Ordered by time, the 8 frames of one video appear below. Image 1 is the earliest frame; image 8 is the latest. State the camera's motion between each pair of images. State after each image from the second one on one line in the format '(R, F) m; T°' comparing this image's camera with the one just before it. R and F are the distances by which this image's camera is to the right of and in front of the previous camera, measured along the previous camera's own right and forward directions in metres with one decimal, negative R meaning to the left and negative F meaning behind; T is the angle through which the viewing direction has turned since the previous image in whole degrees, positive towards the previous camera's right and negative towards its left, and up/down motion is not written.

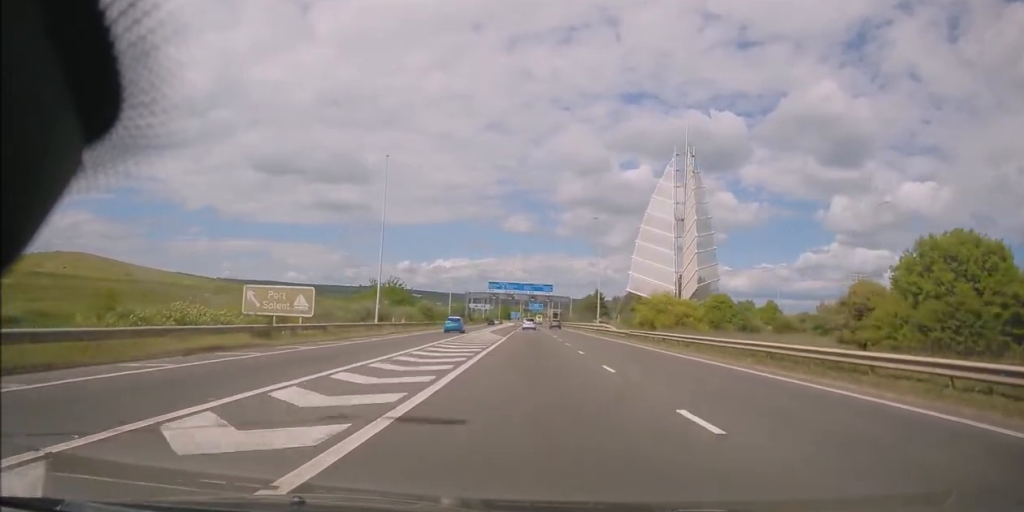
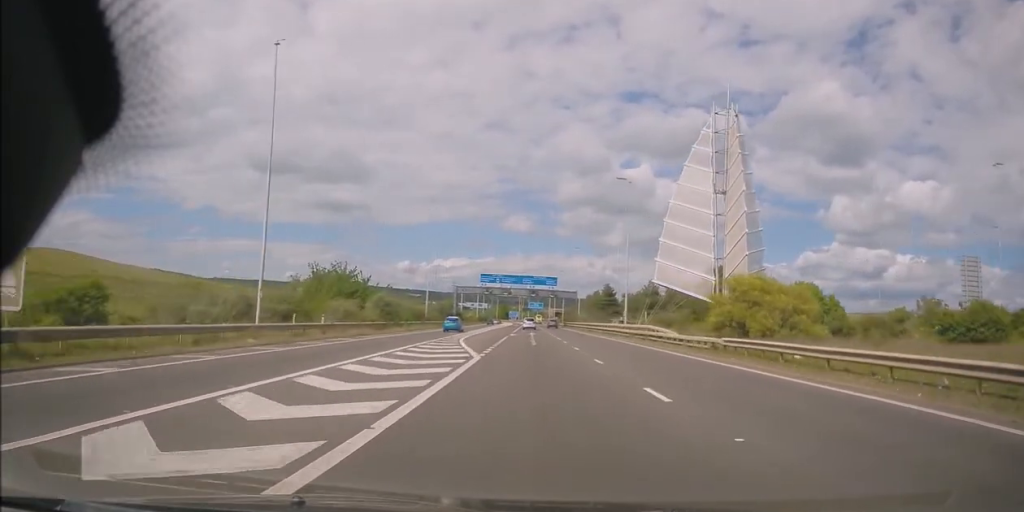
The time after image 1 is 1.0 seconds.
(0.0, +23.3) m; 0°
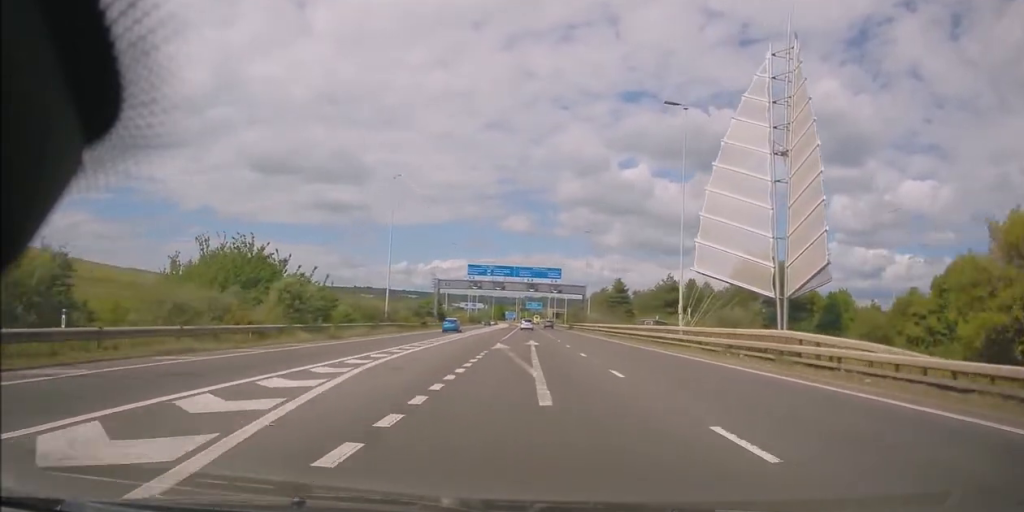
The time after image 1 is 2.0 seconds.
(0.0, +21.9) m; +1°
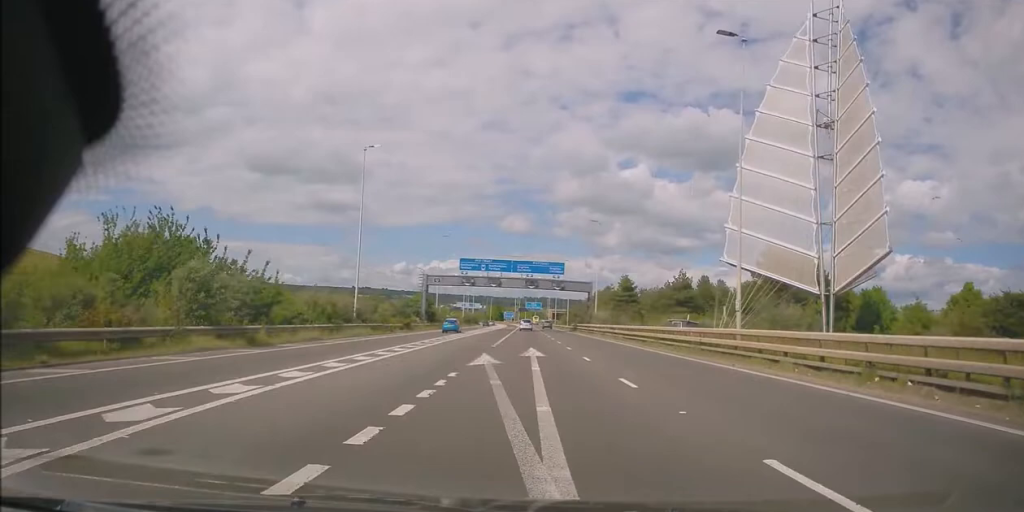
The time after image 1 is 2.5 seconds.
(0.0, +10.5) m; 0°
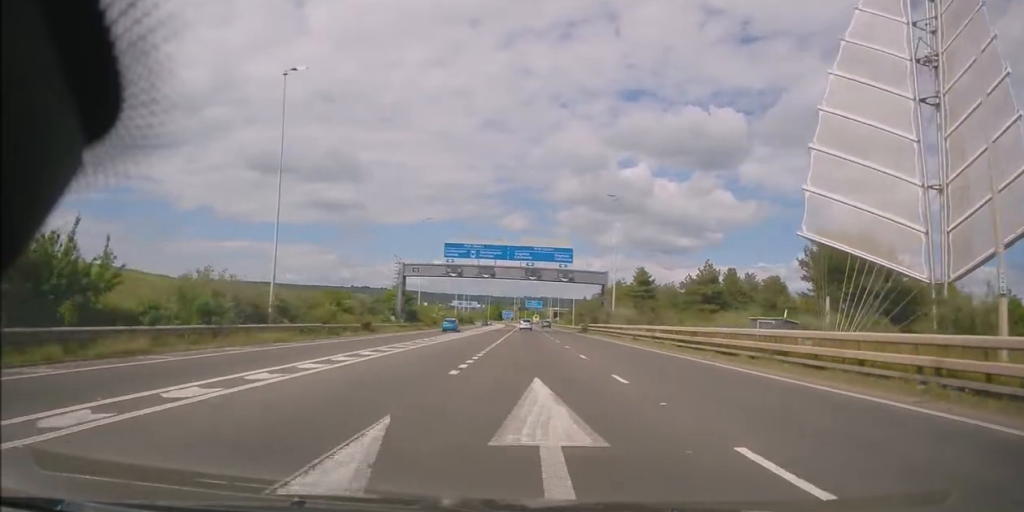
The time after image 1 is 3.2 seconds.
(+0.2, +16.5) m; 0°
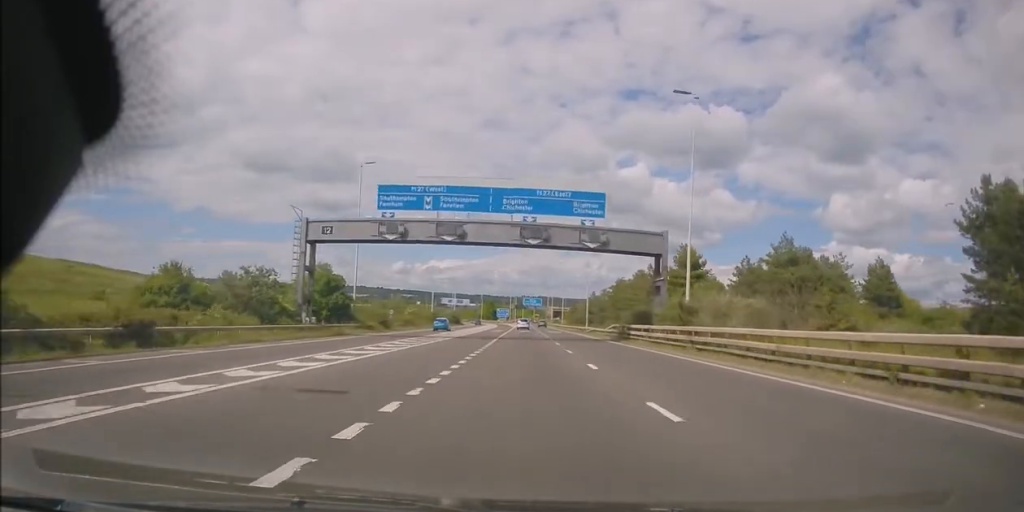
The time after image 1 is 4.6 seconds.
(0.0, +31.0) m; +1°
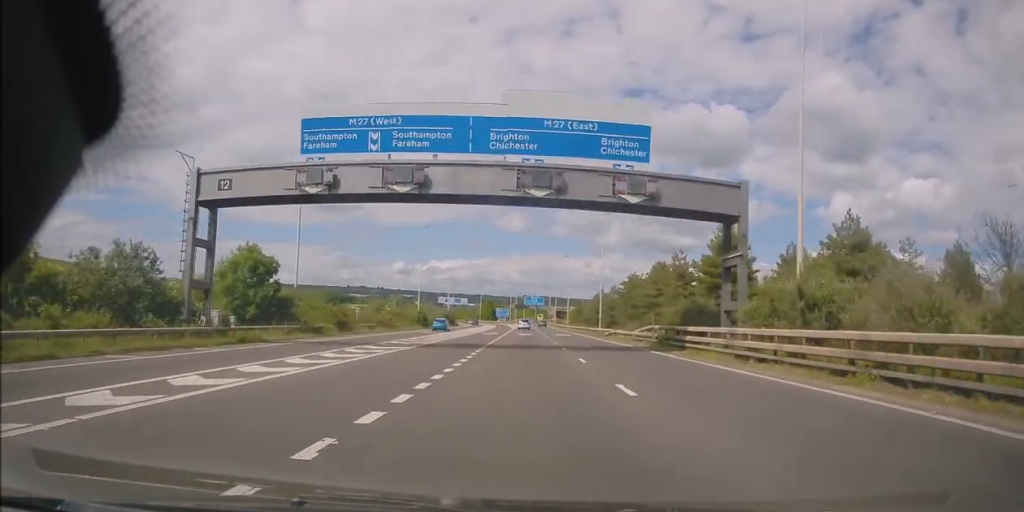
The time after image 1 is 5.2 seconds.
(+0.4, +14.4) m; 0°
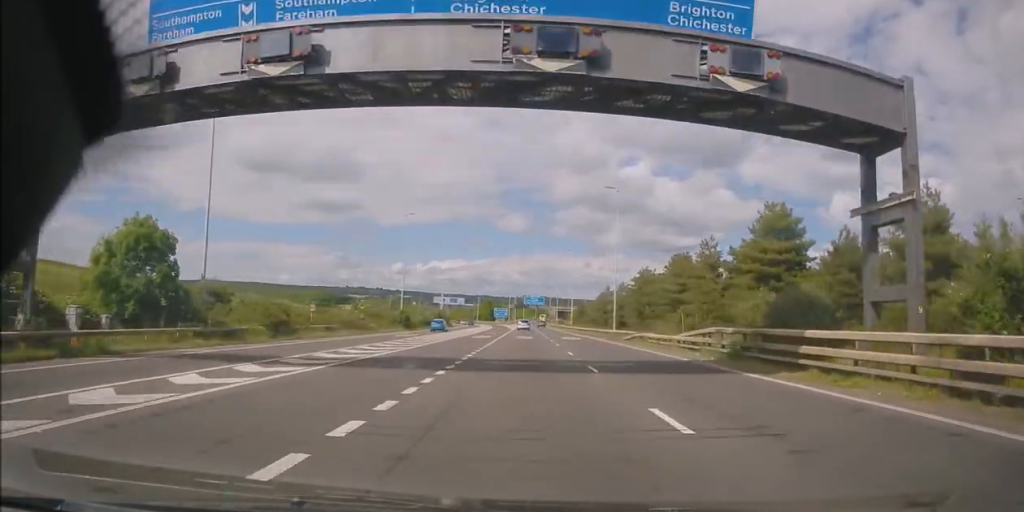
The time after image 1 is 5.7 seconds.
(-0.4, +12.3) m; -1°
